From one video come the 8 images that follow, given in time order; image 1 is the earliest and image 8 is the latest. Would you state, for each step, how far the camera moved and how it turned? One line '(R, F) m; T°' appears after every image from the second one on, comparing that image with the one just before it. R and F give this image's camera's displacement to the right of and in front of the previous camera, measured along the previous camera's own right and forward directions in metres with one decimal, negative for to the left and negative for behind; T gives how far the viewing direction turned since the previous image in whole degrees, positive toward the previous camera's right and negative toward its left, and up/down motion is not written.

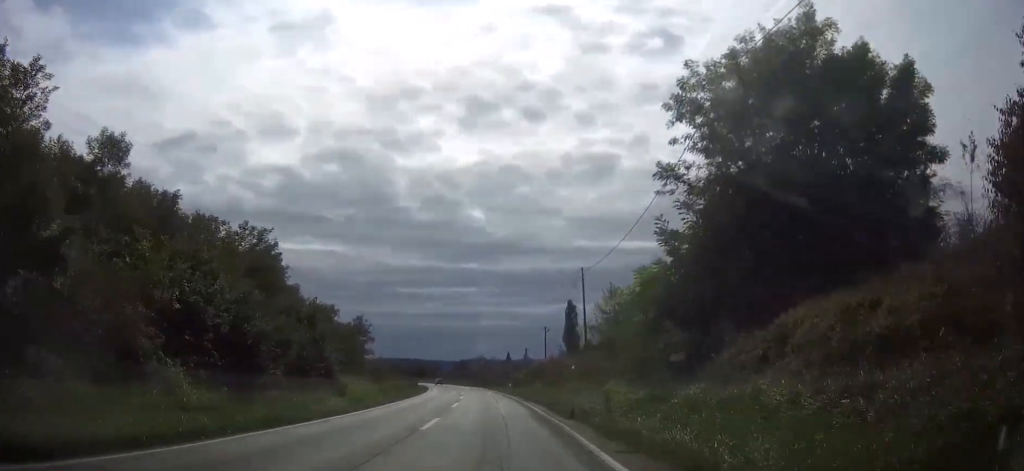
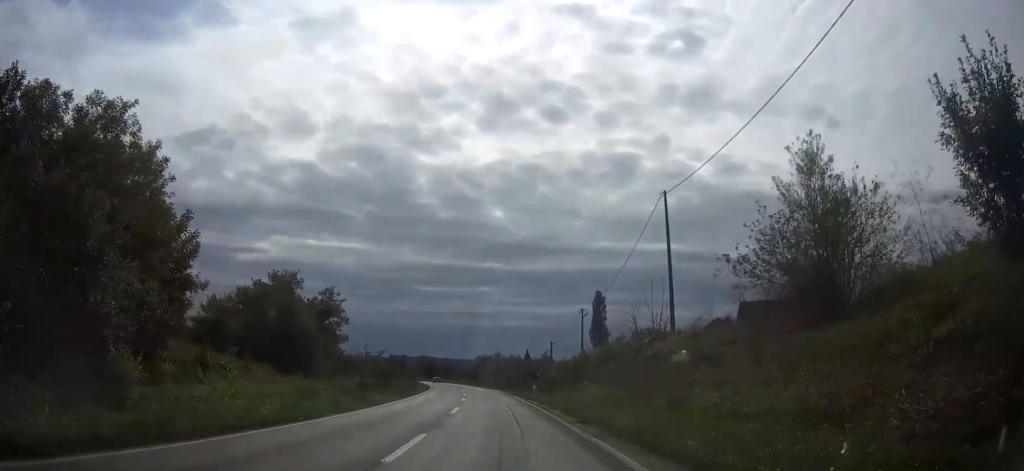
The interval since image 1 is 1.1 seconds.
(-0.3, +21.8) m; -1°
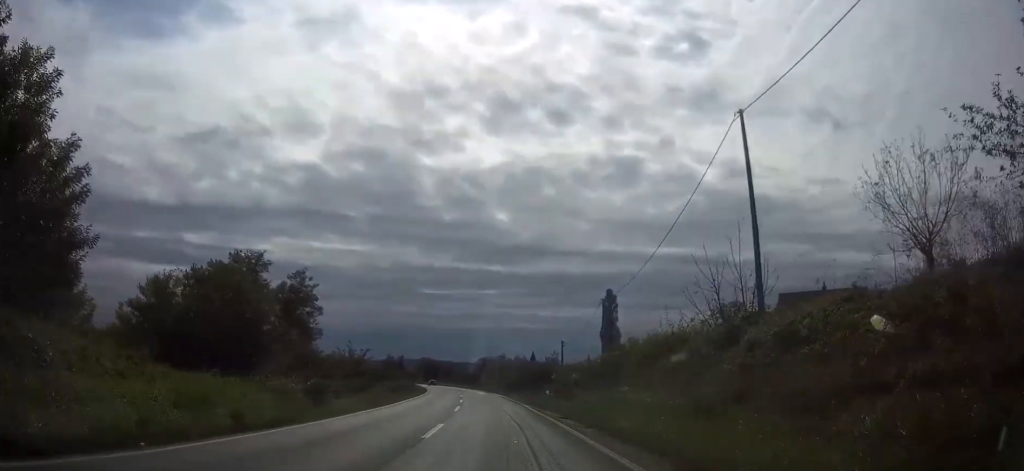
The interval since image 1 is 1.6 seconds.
(0.0, +10.1) m; 0°
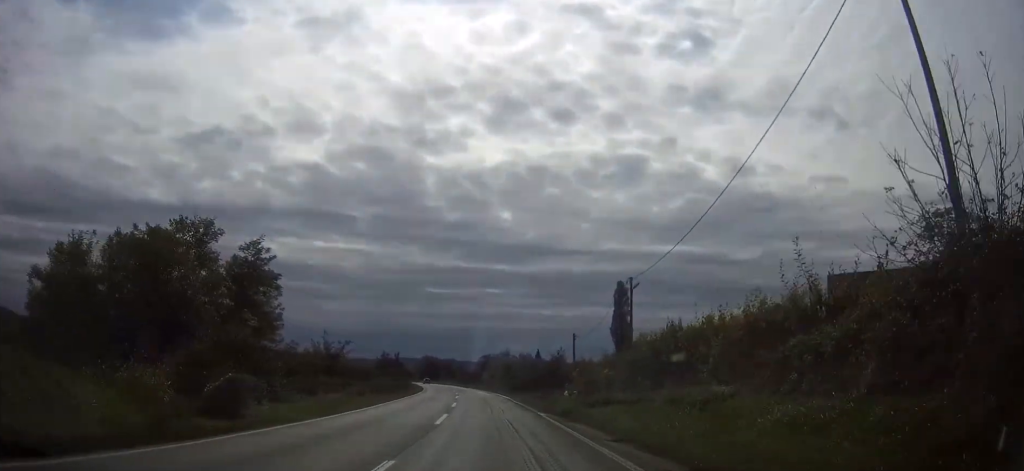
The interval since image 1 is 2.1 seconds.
(-0.1, +10.1) m; -1°
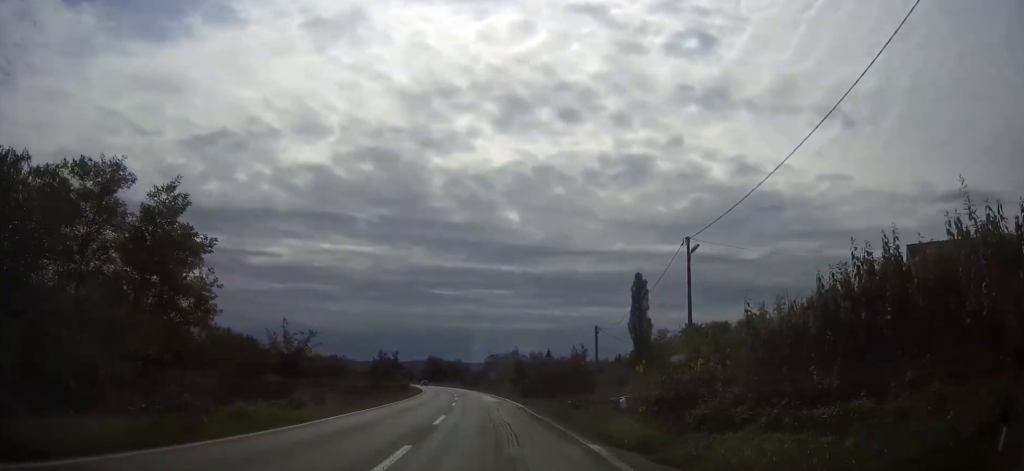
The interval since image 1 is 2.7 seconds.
(0.0, +12.0) m; -1°
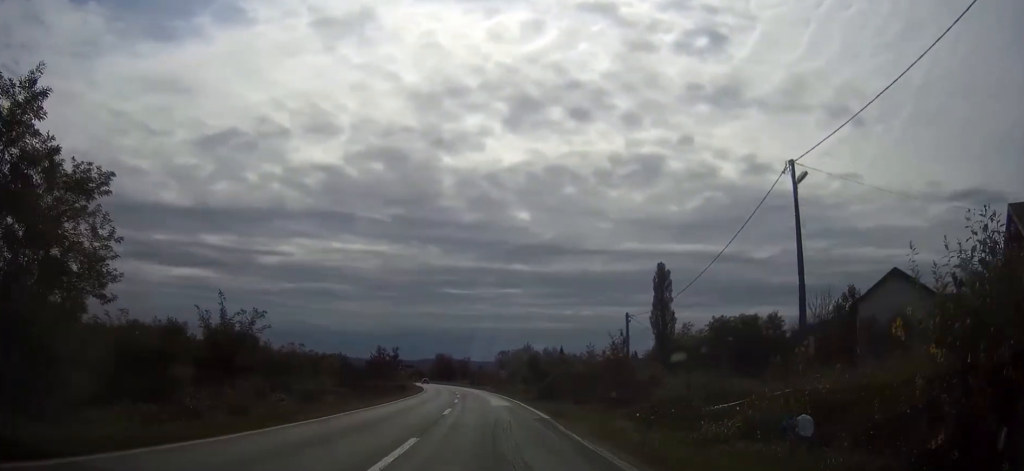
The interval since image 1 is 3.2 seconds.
(-0.2, +11.3) m; -1°
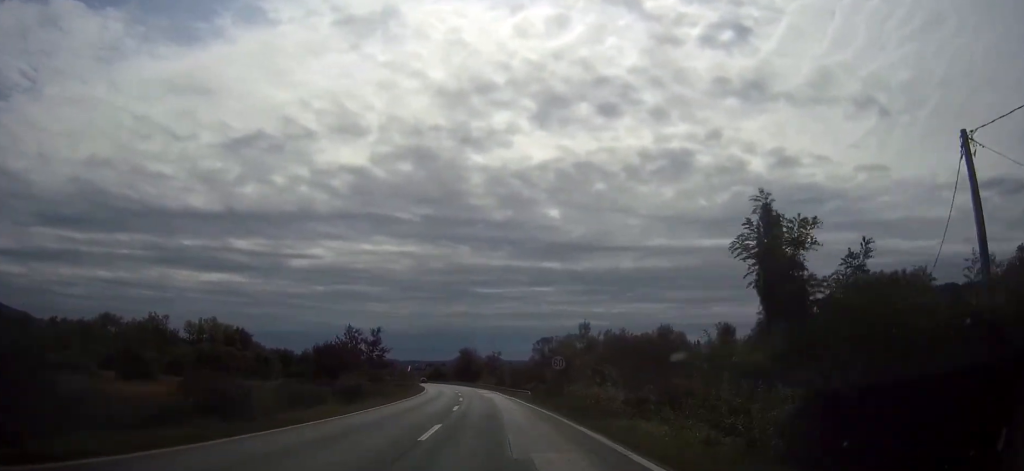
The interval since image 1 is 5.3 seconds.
(-1.0, +41.3) m; -2°
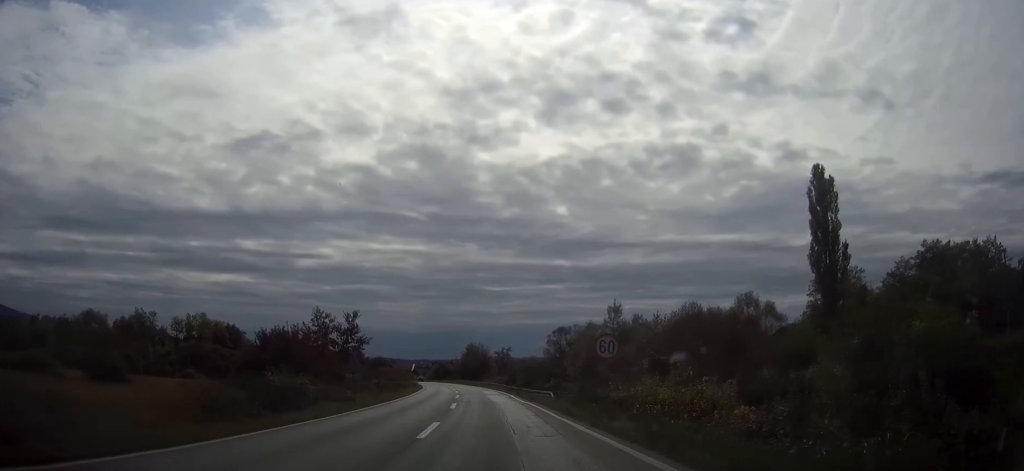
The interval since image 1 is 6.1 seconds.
(-0.1, +14.8) m; -1°
